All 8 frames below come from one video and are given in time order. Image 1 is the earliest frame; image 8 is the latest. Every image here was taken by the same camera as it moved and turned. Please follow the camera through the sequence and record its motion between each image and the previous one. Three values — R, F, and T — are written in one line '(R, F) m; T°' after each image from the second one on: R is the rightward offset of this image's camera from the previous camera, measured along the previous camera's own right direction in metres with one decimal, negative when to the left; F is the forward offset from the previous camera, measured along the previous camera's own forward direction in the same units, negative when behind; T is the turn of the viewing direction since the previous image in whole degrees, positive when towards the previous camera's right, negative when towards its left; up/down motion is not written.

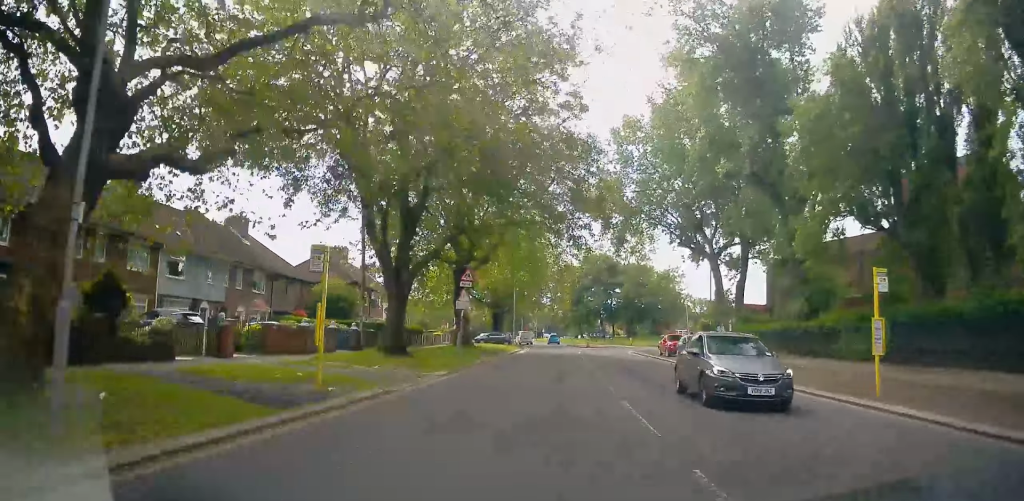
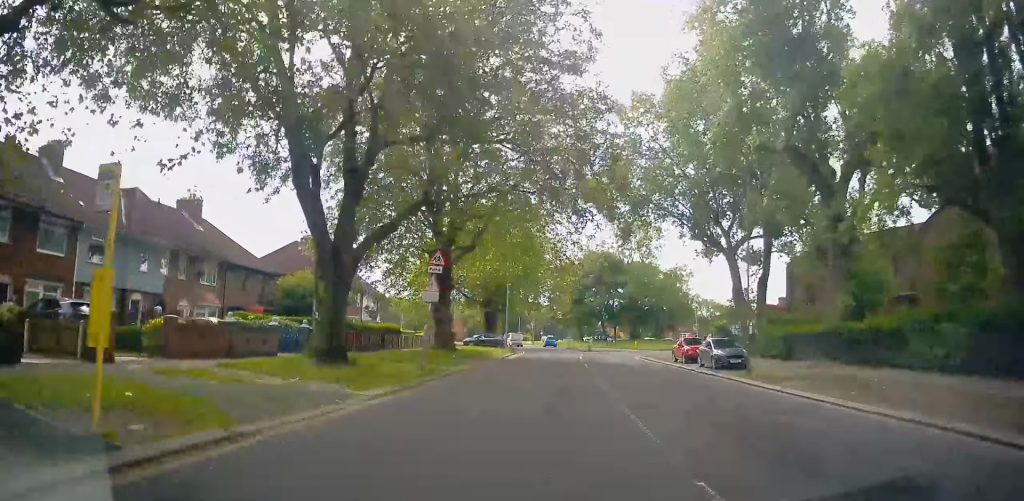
(-0.1, +6.3) m; -1°
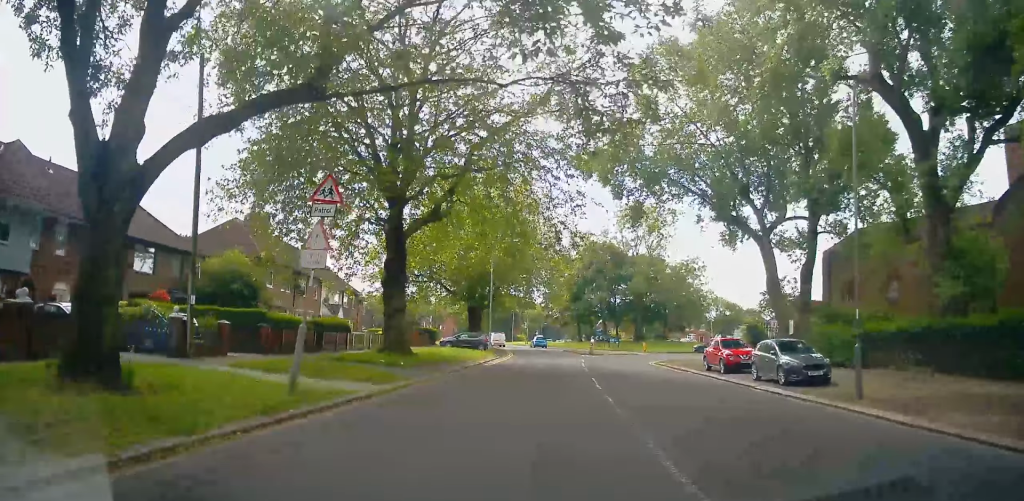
(+0.1, +9.6) m; 0°
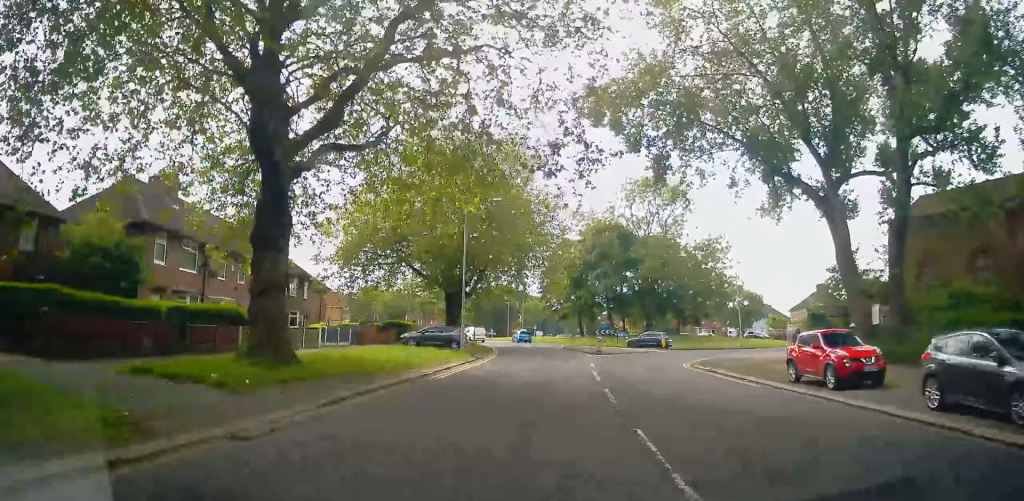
(0.0, +11.5) m; +2°
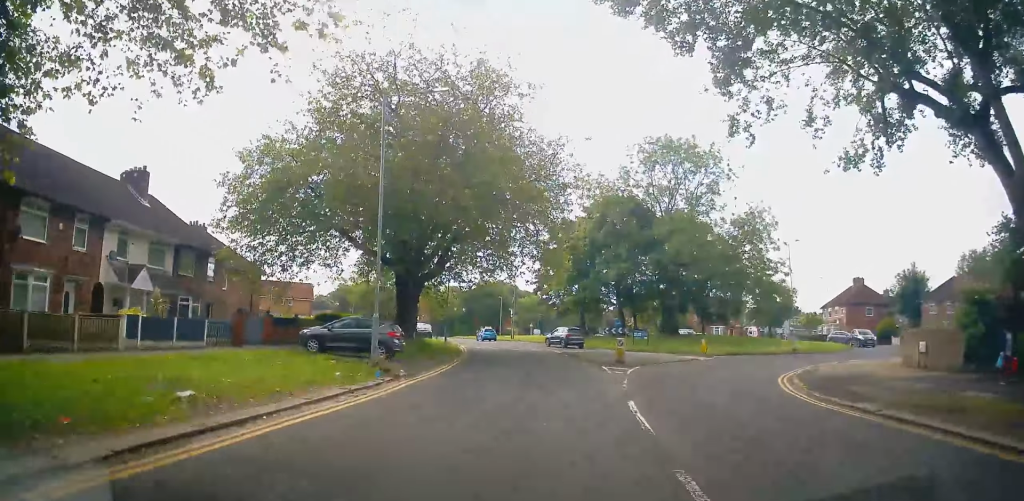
(+0.3, +15.0) m; +1°
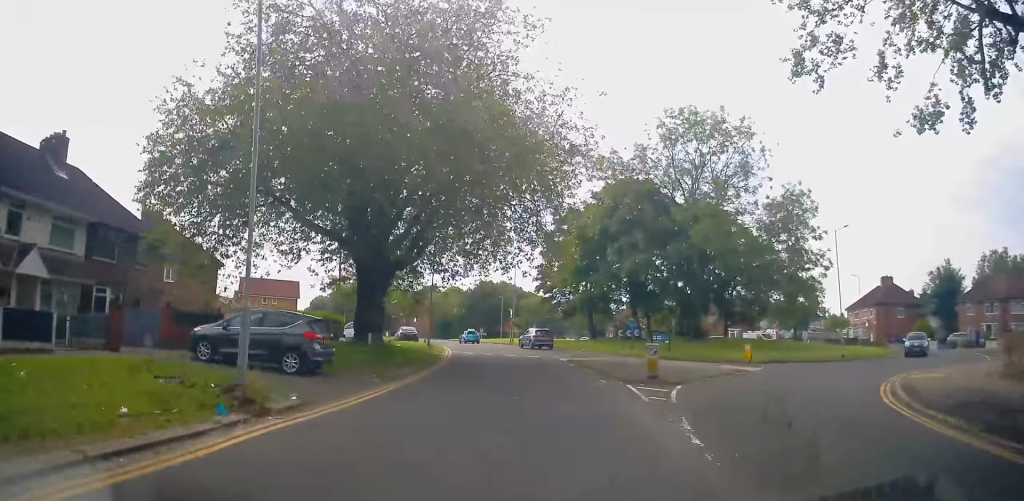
(0.0, +7.6) m; 0°
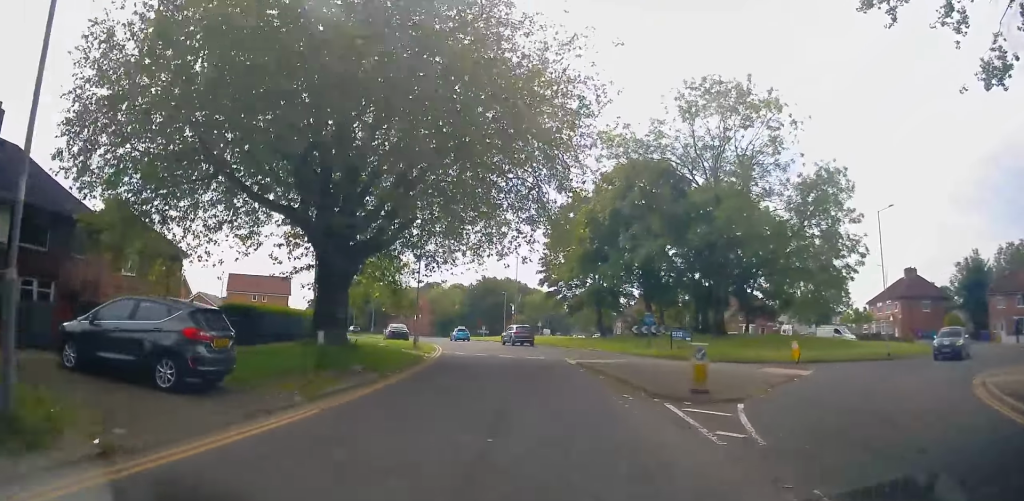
(0.0, +5.2) m; -1°
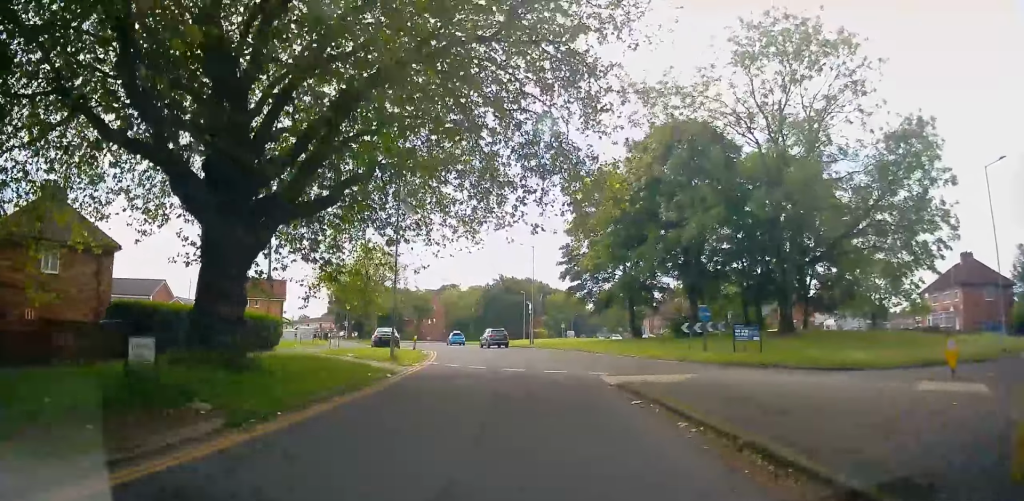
(-0.2, +9.4) m; -3°
